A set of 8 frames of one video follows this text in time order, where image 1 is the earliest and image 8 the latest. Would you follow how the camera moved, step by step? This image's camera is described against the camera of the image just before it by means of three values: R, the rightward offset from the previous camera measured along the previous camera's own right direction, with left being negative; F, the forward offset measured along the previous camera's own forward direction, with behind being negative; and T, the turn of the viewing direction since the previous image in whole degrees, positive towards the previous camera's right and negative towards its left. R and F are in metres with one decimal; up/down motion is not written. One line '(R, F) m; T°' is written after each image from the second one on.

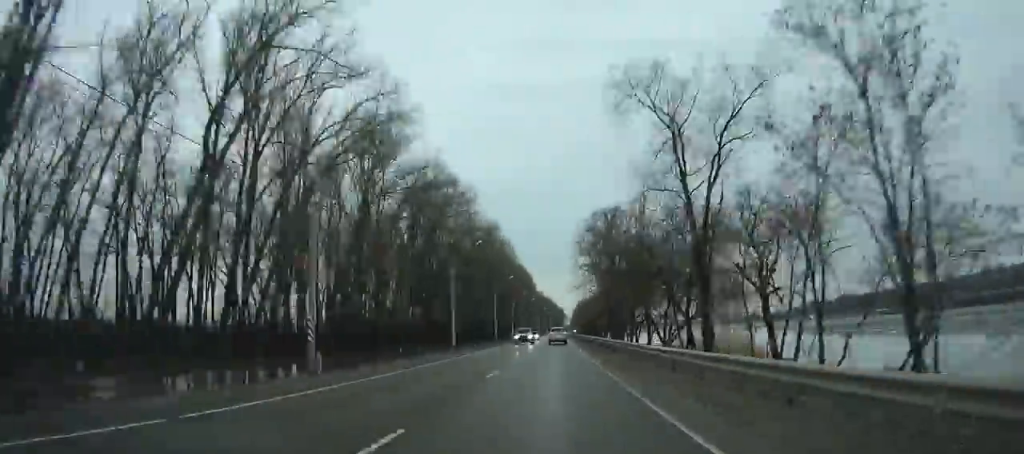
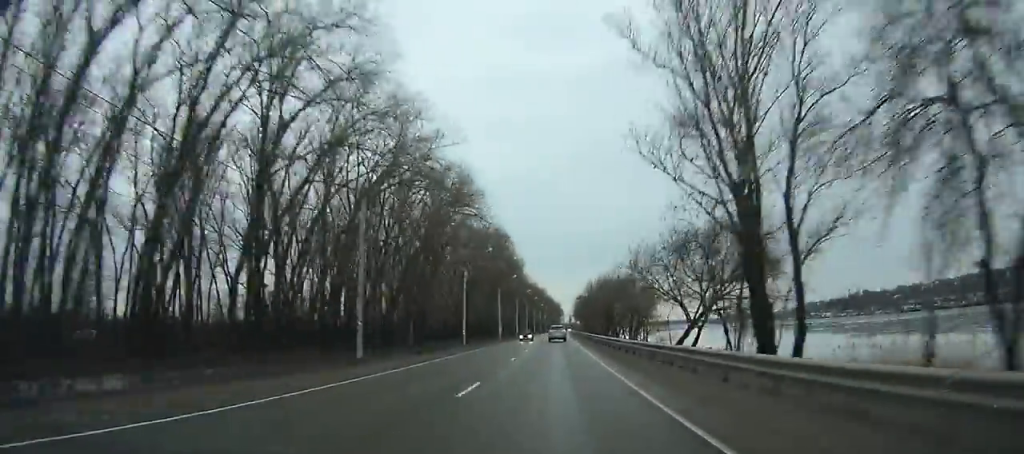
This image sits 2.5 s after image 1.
(+0.3, +66.0) m; 0°
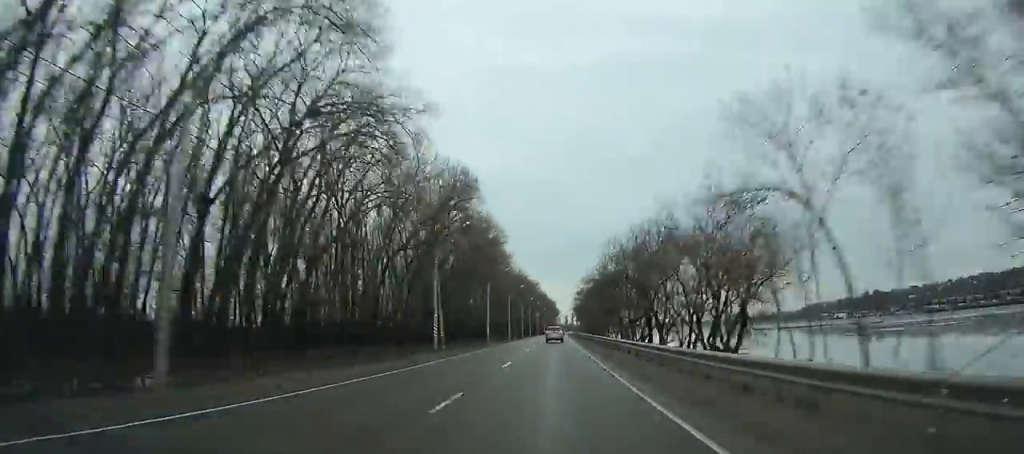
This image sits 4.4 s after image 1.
(+0.2, +50.1) m; 0°
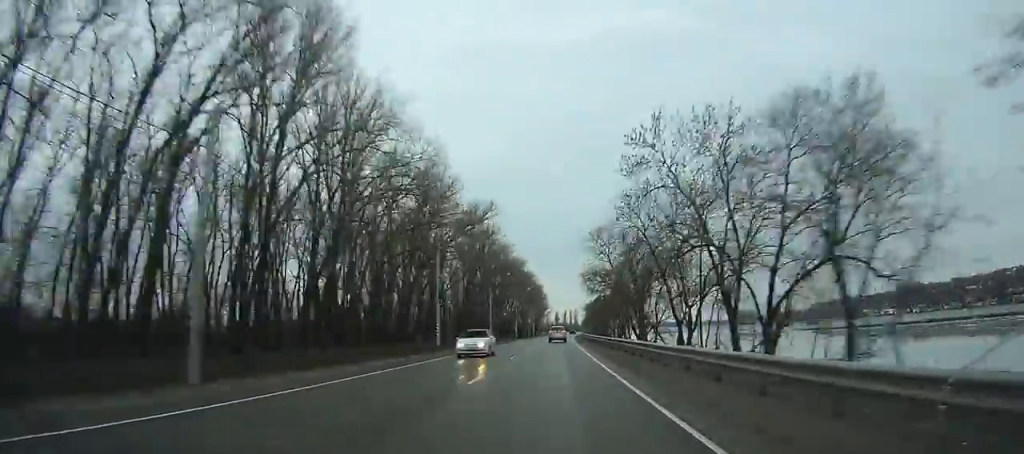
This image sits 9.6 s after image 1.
(+0.4, +137.2) m; +1°
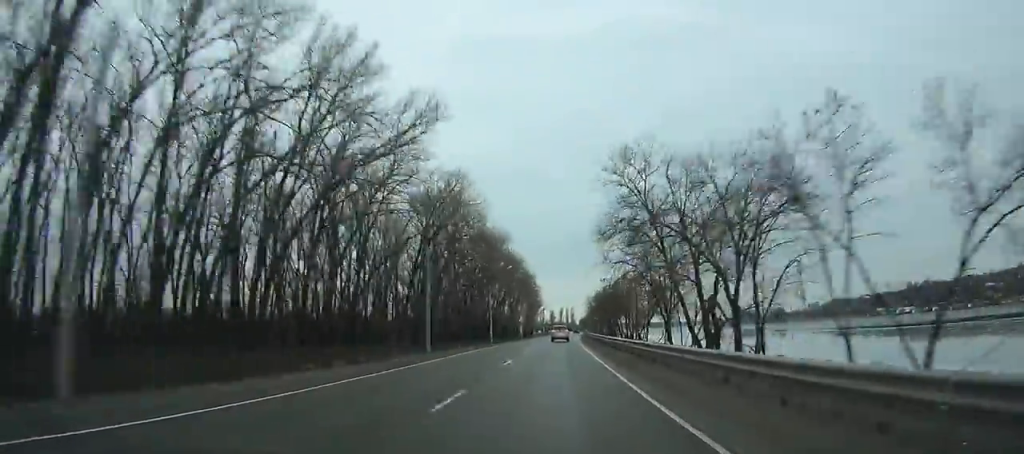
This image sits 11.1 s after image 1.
(+0.4, +39.3) m; +1°
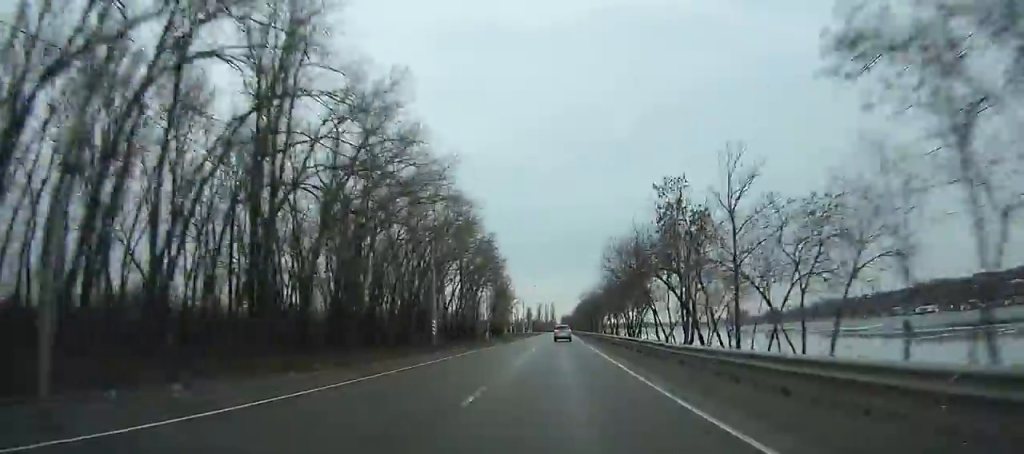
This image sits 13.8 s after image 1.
(+1.4, +70.4) m; +2°
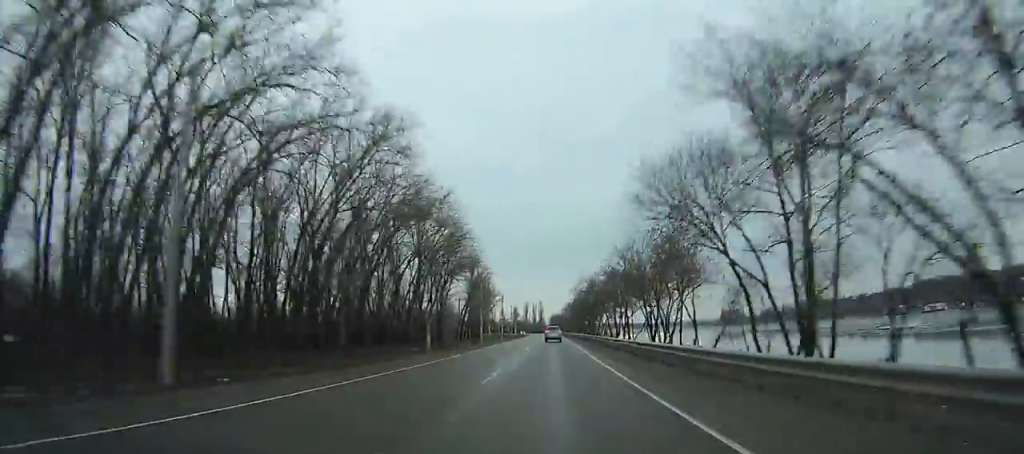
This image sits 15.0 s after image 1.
(+0.5, +31.2) m; +1°
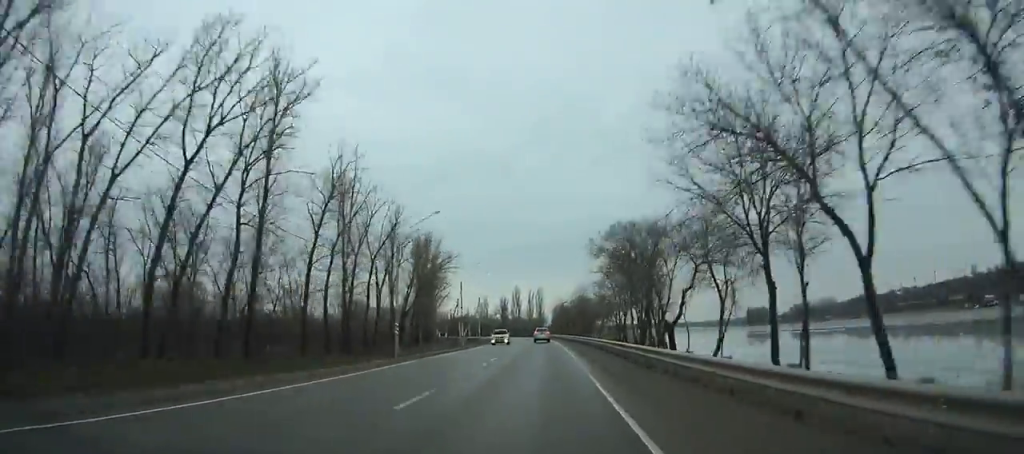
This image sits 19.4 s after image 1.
(-1.0, +114.1) m; -2°
